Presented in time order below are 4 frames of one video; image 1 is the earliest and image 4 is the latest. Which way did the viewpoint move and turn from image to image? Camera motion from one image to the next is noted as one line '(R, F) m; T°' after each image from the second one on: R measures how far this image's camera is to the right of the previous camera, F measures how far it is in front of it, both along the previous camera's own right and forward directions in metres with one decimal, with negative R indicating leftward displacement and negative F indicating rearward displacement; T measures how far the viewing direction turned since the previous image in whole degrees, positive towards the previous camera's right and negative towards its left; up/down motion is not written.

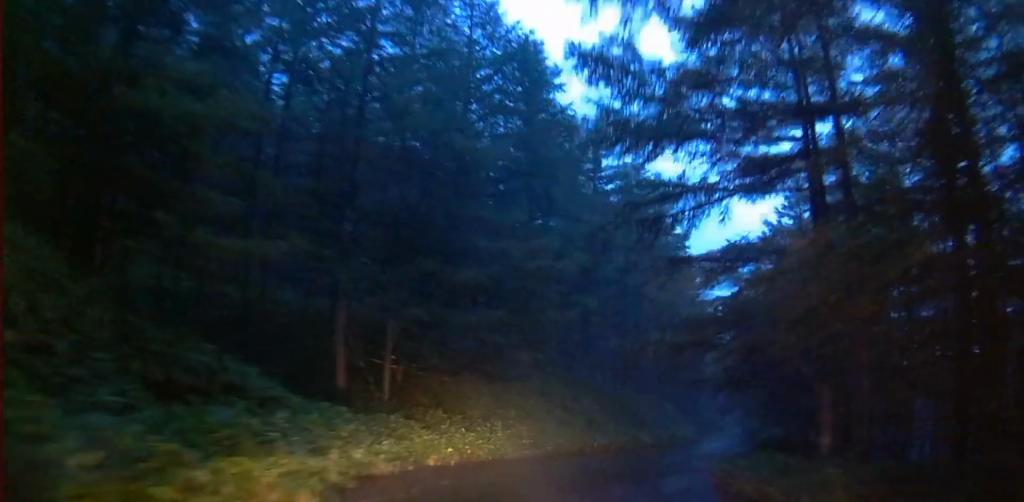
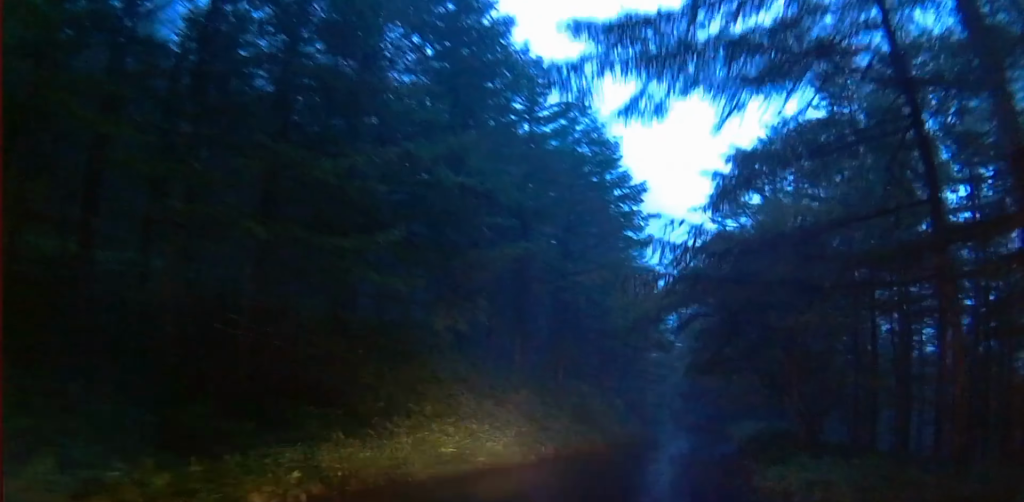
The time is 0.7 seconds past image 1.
(+1.1, +7.3) m; +6°
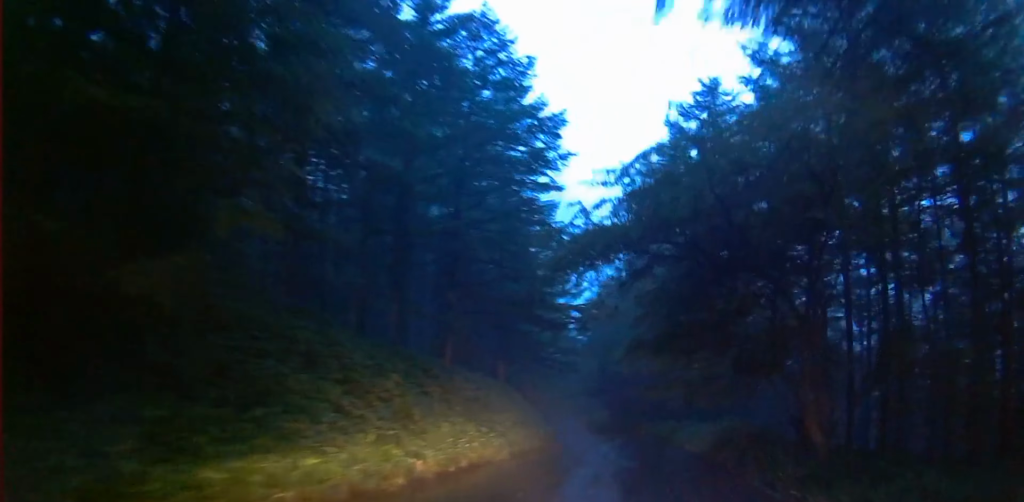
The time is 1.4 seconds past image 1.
(+0.2, +7.0) m; +3°
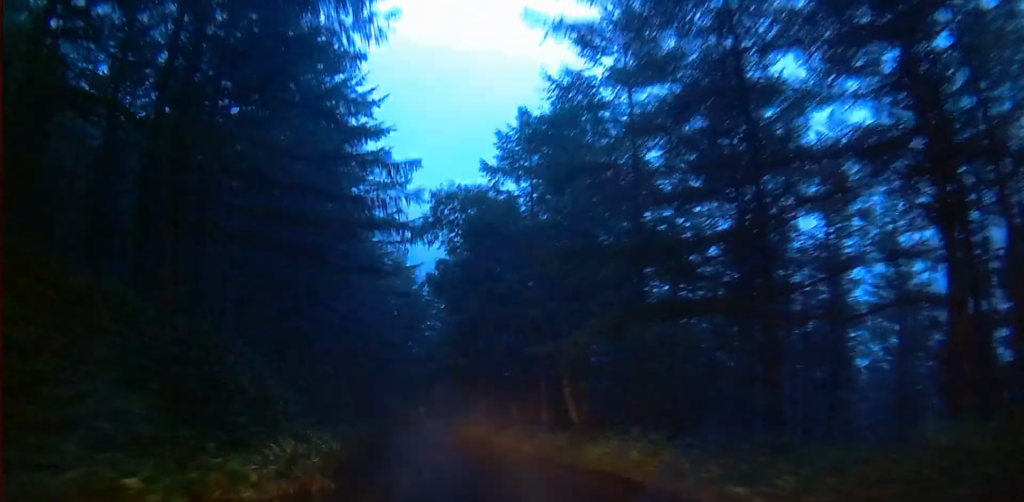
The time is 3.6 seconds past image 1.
(+2.3, +22.2) m; +12°
